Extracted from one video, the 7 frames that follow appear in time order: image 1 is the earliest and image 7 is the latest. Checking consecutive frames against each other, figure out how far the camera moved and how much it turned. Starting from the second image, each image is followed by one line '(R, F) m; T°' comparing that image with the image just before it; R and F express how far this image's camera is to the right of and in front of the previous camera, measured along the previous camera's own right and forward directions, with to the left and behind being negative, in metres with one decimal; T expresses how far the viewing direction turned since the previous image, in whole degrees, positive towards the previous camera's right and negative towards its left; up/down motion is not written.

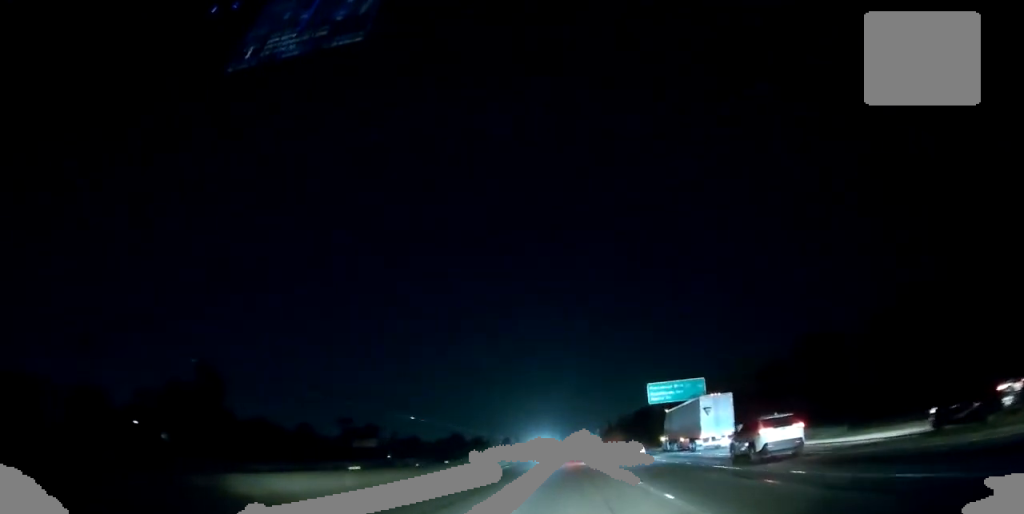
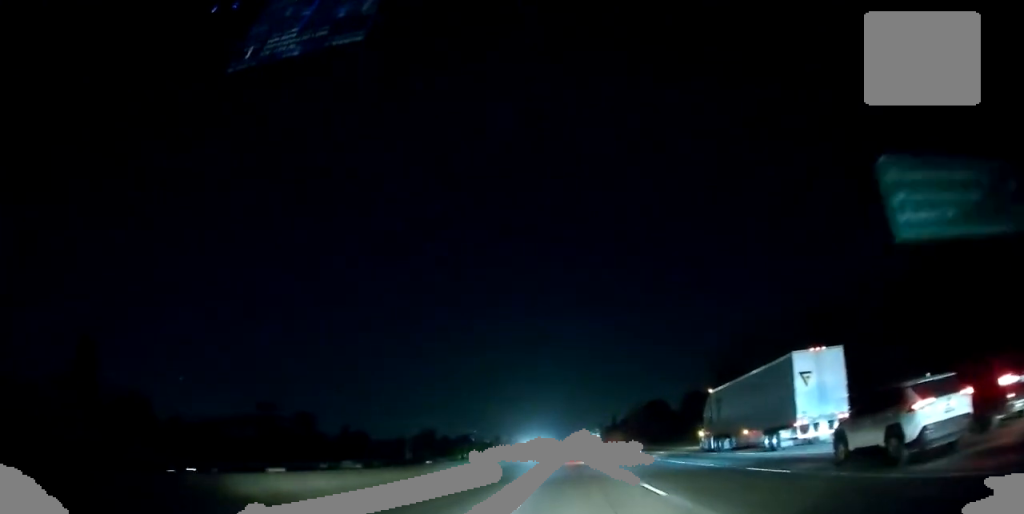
(-0.1, +58.5) m; 0°
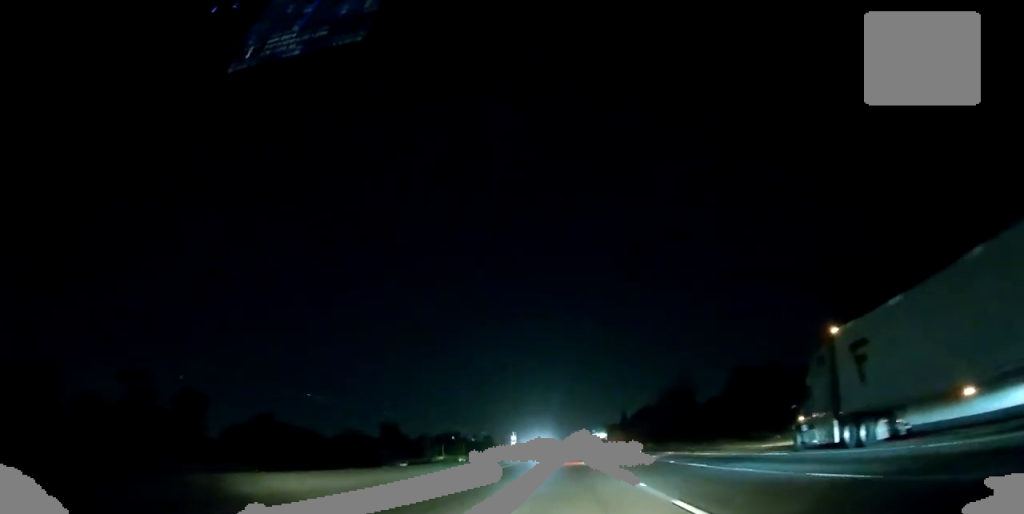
(0.0, +52.1) m; 0°
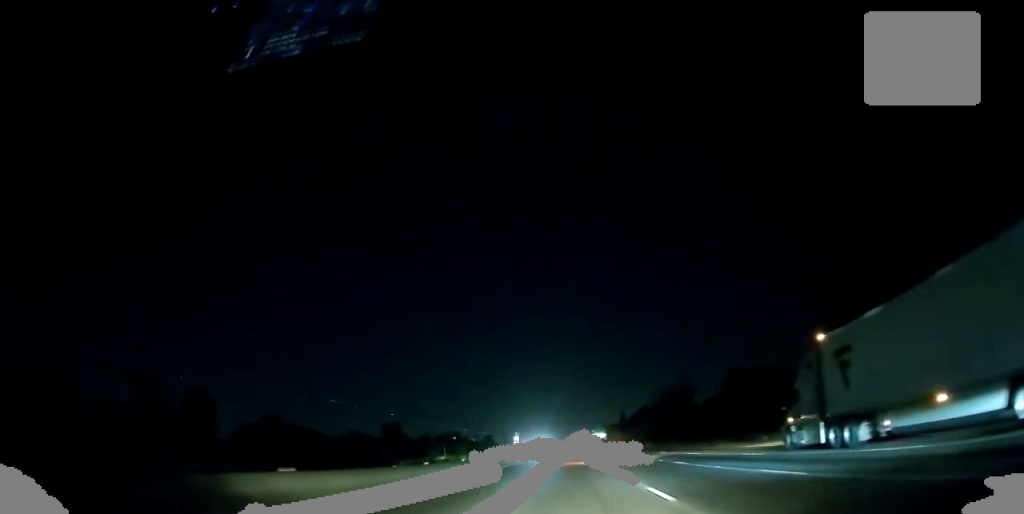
(0.0, +21.7) m; 0°
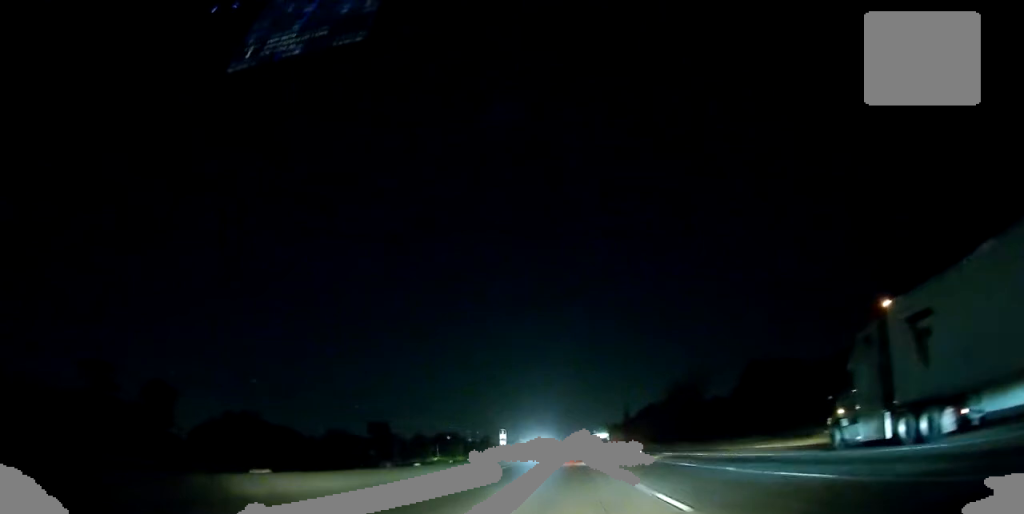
(0.0, +14.8) m; 0°
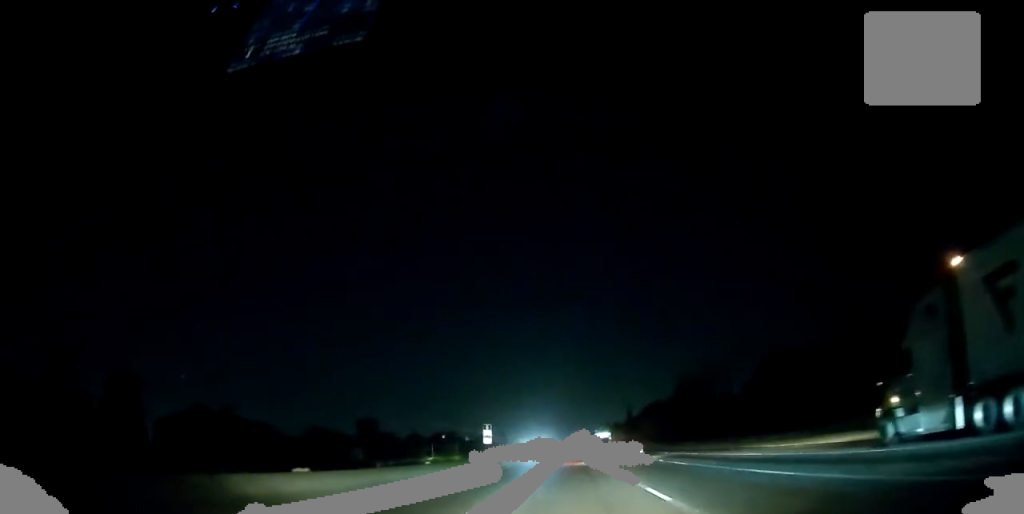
(-0.1, +11.0) m; 0°
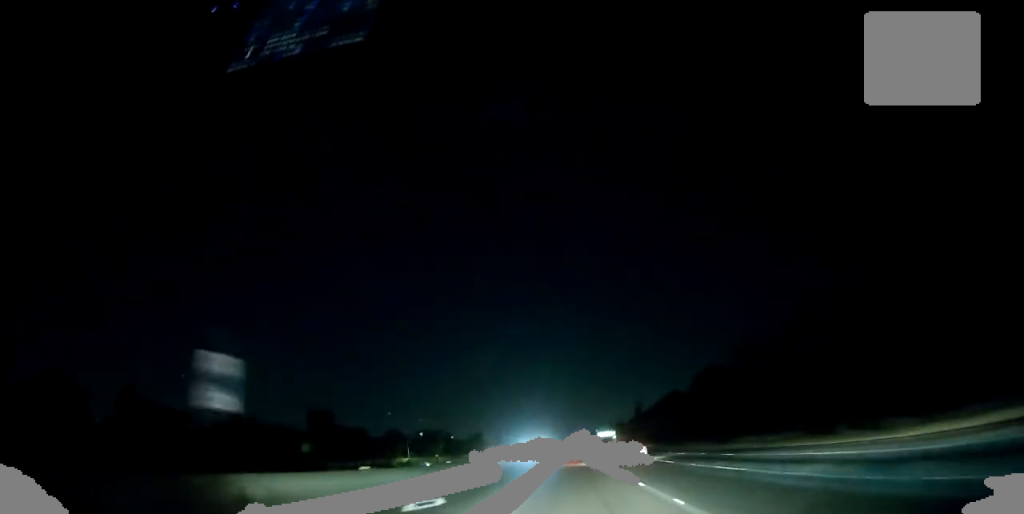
(0.0, +36.3) m; 0°
